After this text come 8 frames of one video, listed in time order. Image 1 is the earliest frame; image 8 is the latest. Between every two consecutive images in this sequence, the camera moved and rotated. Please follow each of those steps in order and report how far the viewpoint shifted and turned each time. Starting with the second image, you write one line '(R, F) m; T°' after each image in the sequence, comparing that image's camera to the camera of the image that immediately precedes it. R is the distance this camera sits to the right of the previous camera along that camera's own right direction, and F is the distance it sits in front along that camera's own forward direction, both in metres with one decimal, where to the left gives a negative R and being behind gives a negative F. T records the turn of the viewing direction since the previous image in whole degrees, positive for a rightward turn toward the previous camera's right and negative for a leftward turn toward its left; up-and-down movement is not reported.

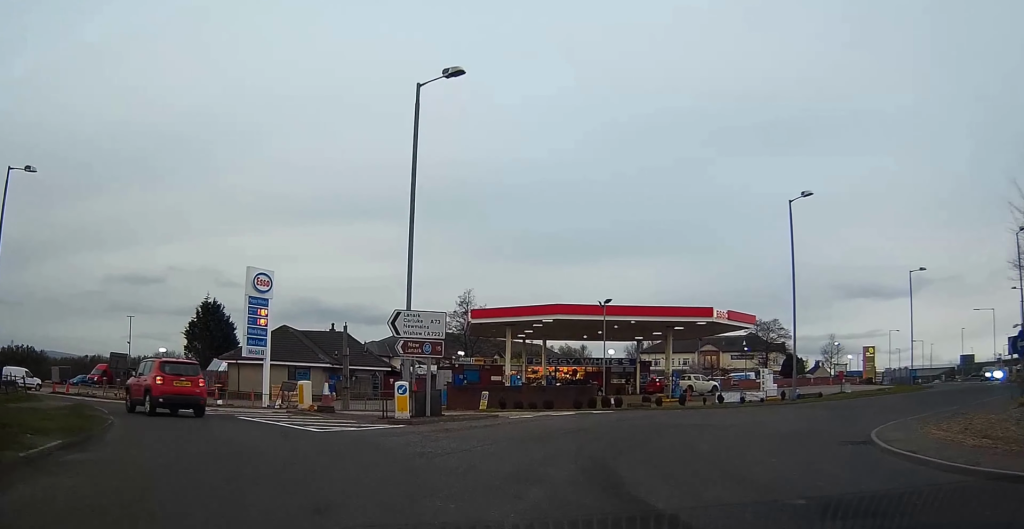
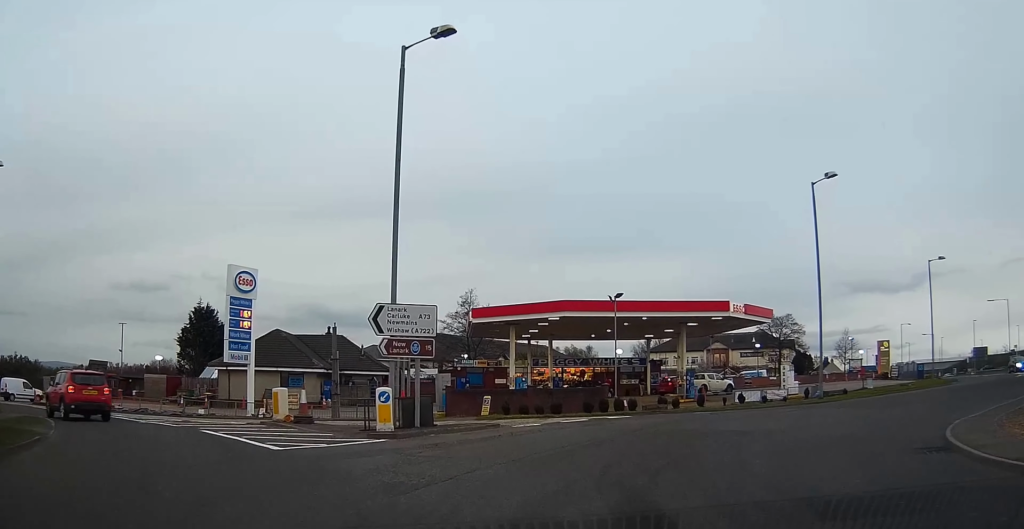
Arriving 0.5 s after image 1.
(-0.1, +3.3) m; +2°
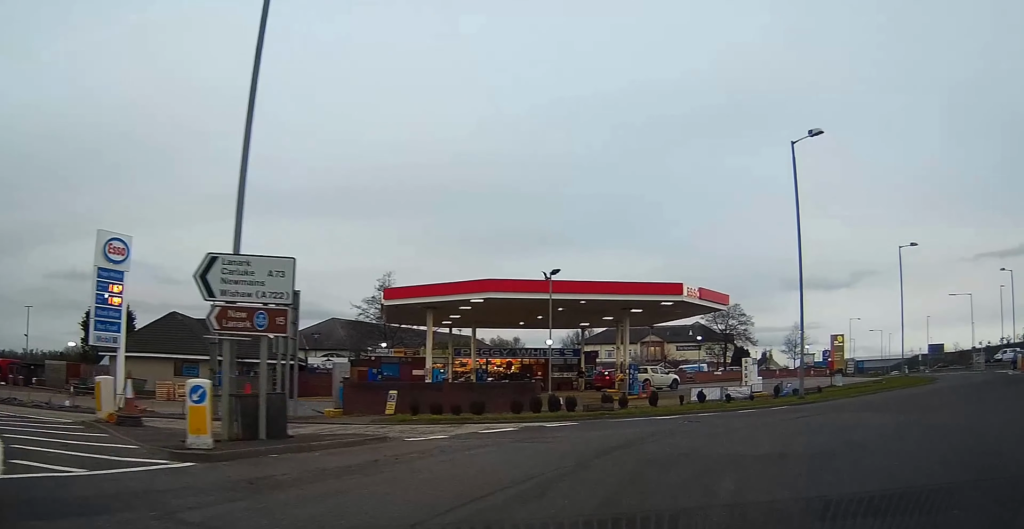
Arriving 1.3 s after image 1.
(+0.2, +6.5) m; +7°
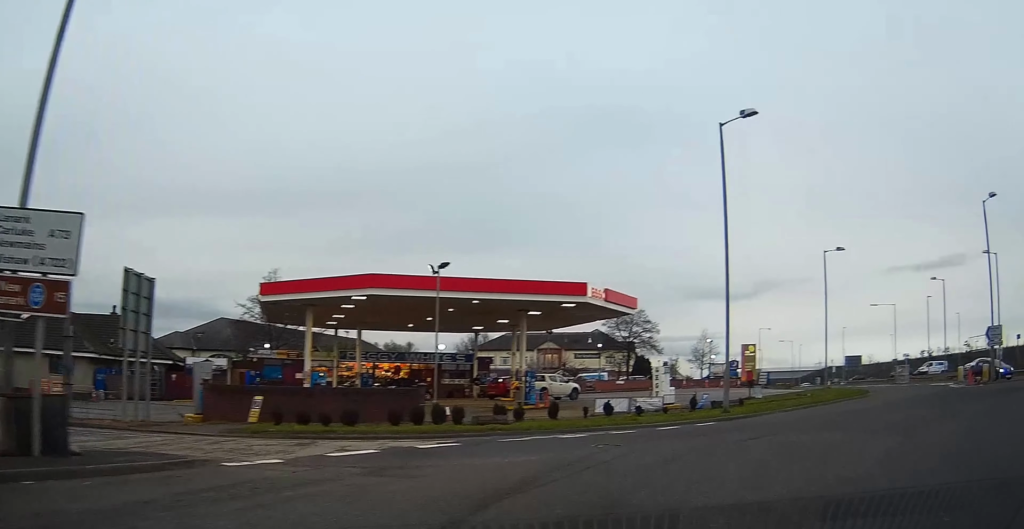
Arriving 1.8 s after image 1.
(-0.1, +3.5) m; +5°
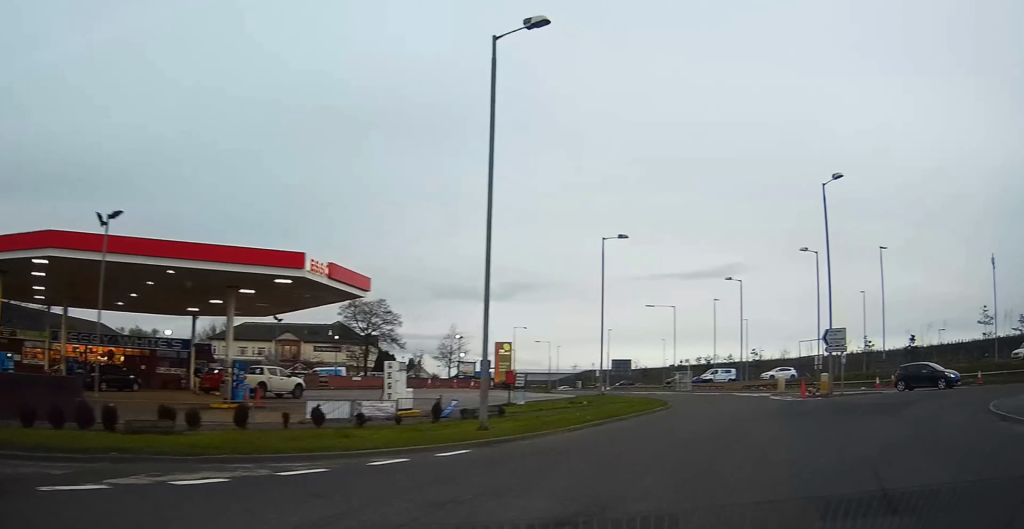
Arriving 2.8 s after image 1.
(+1.0, +8.0) m; +16°
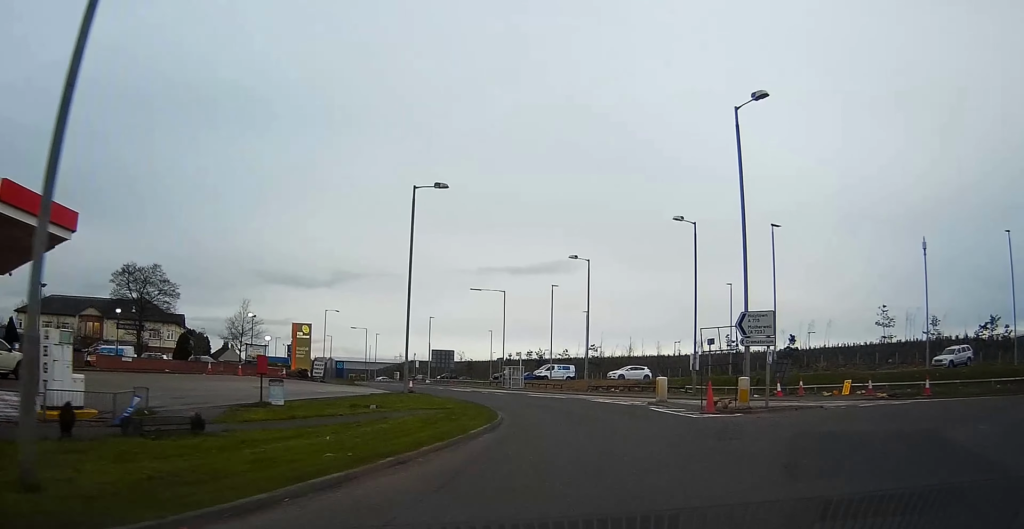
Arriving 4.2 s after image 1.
(+2.0, +12.0) m; +10°
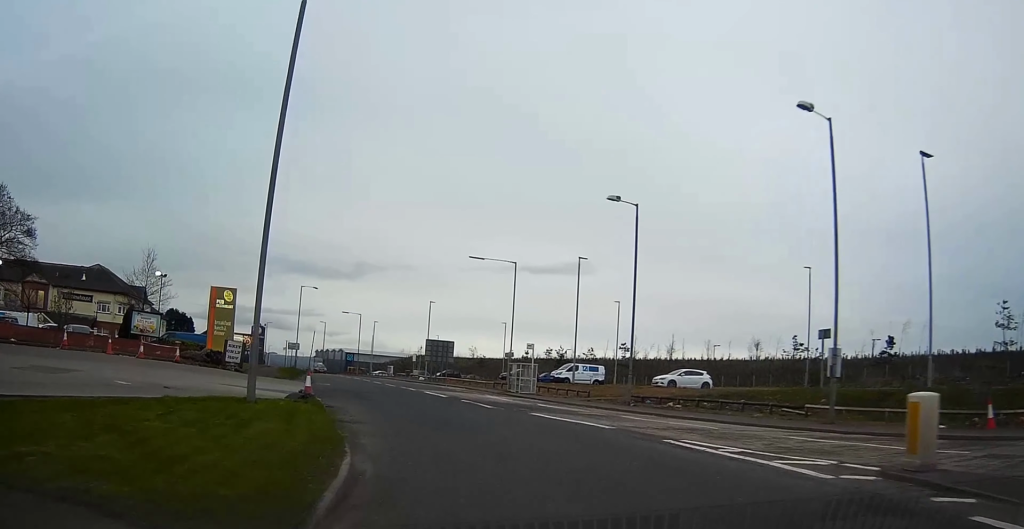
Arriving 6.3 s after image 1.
(-0.2, +21.4) m; -1°
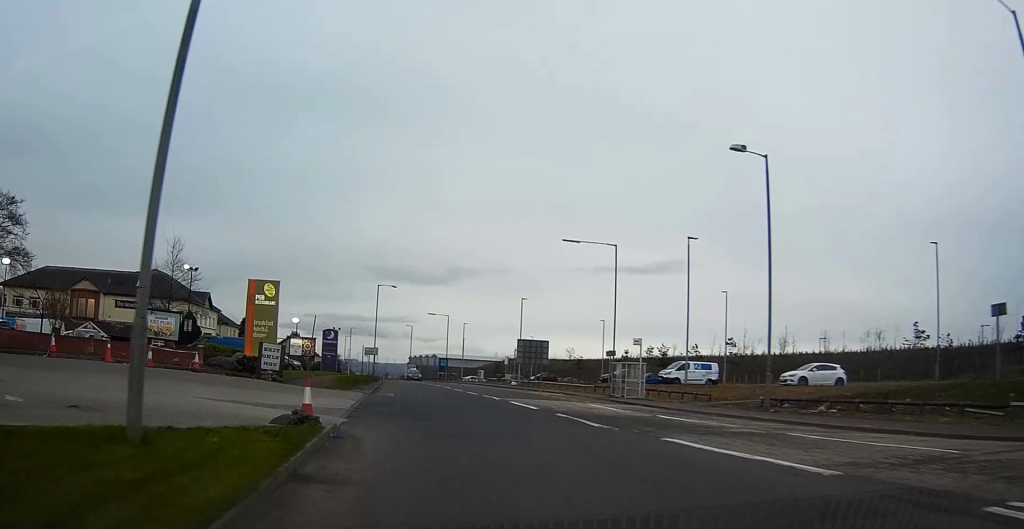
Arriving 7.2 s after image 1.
(0.0, +8.7) m; -2°
